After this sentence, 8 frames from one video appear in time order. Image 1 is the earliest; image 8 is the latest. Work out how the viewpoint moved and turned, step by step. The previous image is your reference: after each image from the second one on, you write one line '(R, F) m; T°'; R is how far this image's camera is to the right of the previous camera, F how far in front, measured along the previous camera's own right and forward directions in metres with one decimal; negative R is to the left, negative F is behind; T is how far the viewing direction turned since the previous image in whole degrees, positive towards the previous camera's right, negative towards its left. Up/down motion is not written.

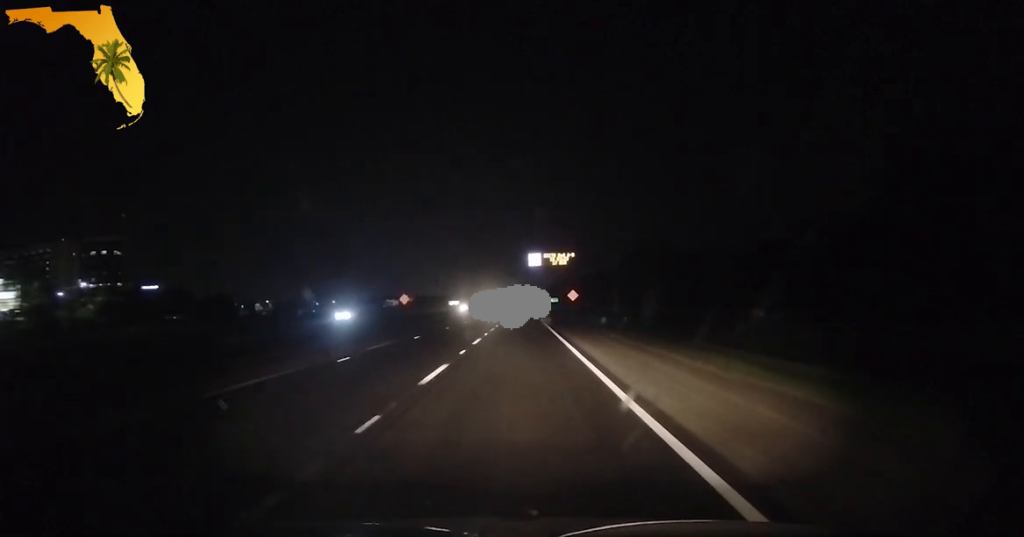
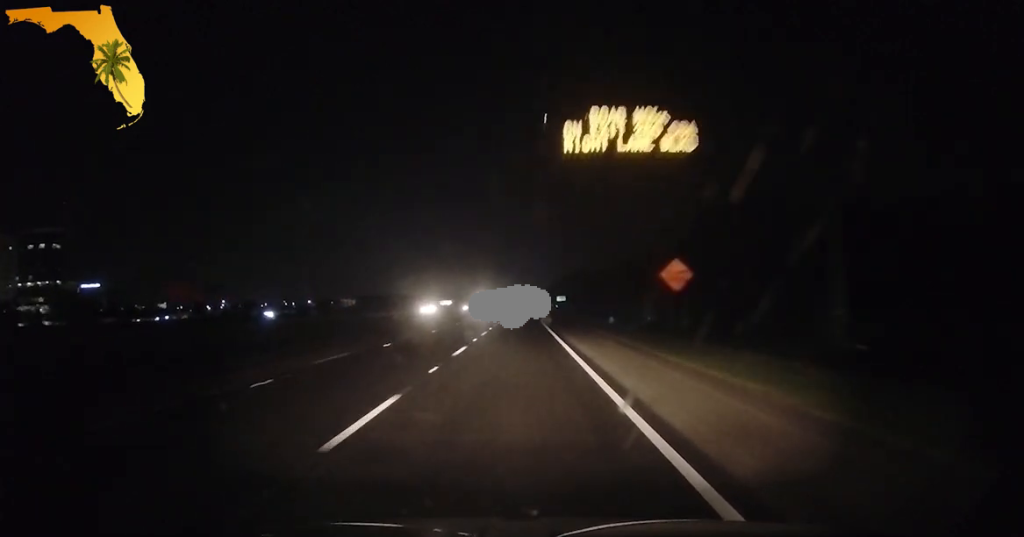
(-0.4, +66.6) m; 0°
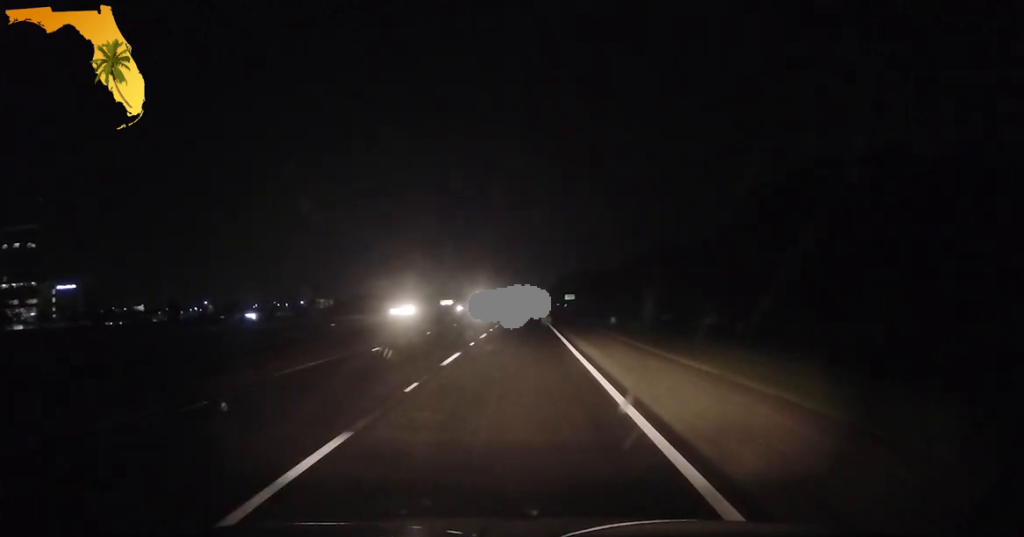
(-0.1, +27.2) m; 0°
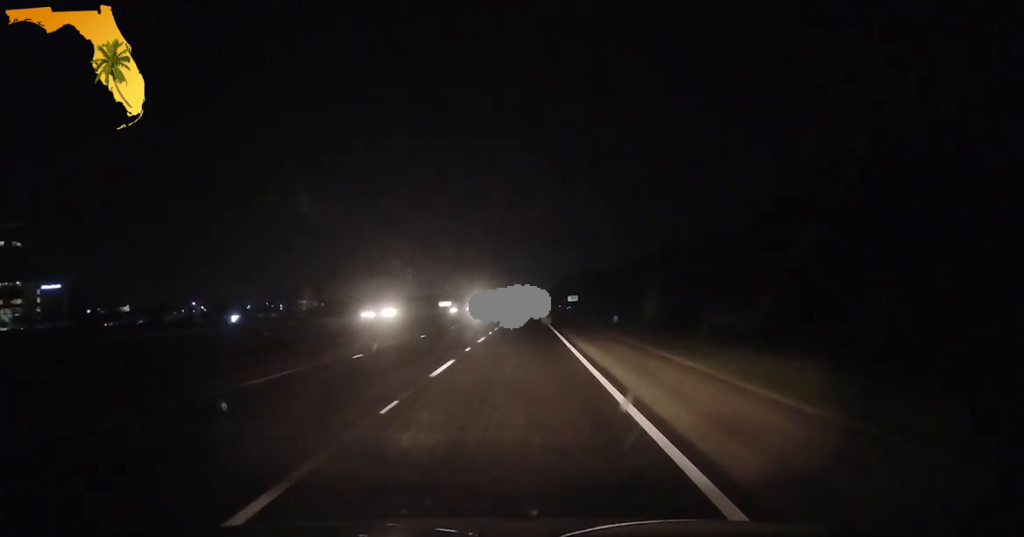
(0.0, +14.2) m; 0°
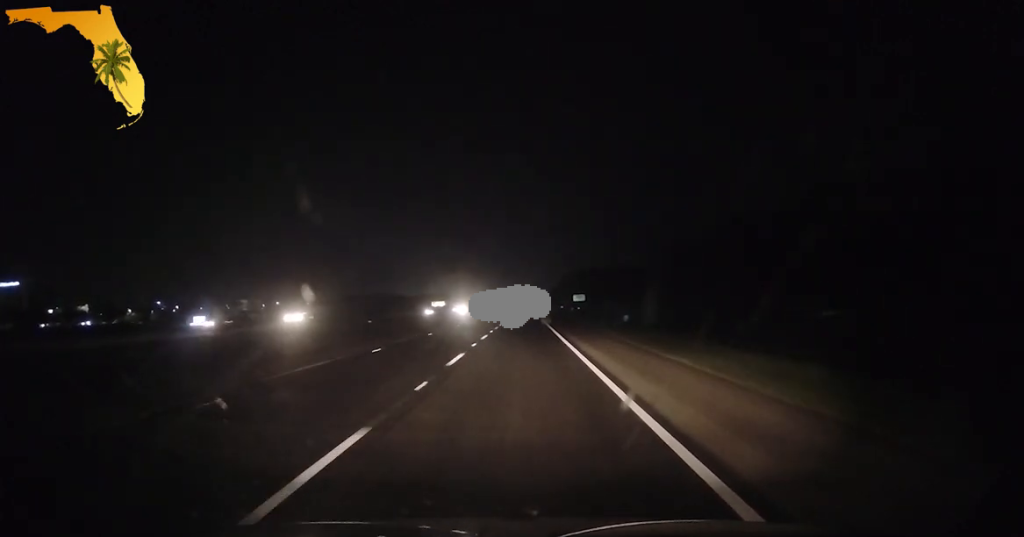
(0.0, +34.0) m; 0°
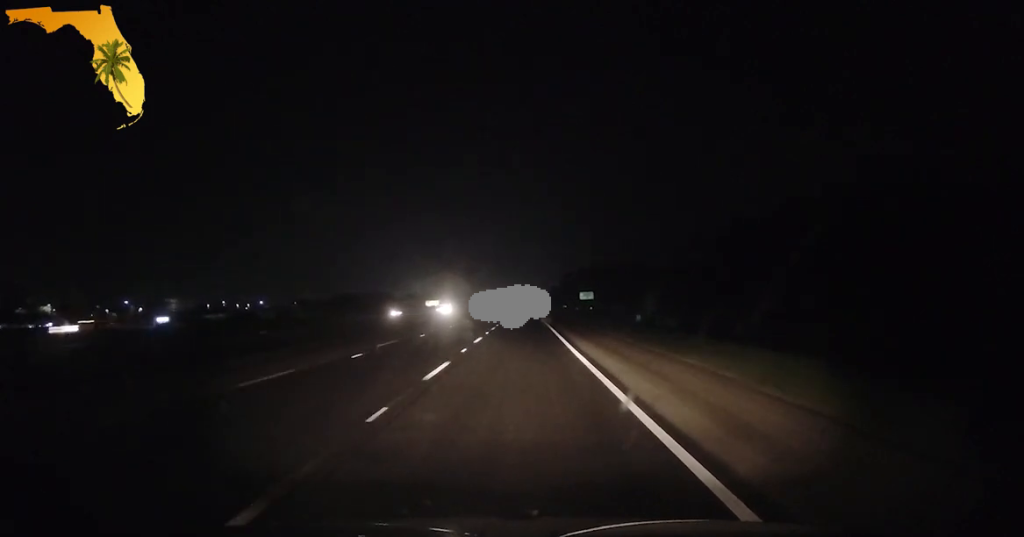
(+0.1, +27.4) m; 0°
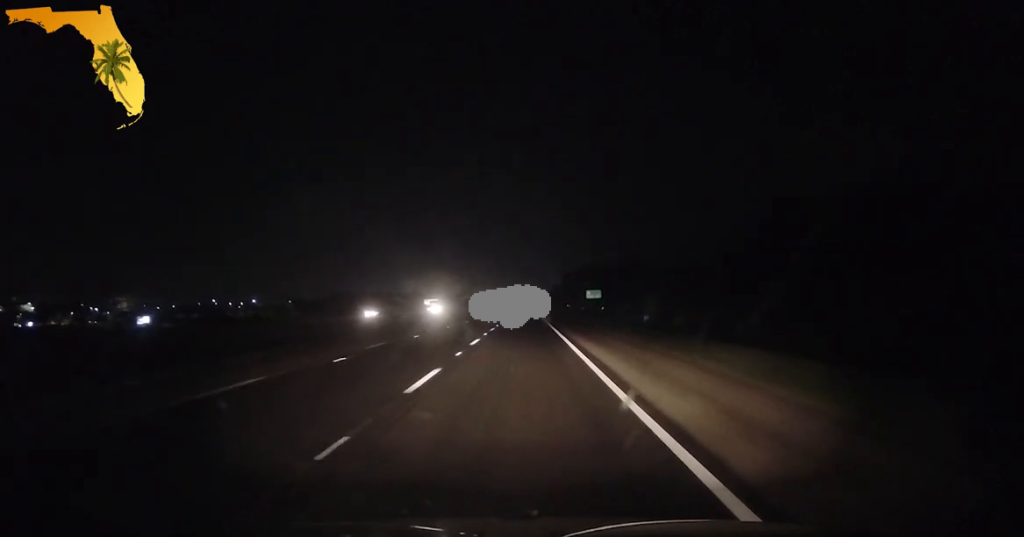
(+0.1, +14.2) m; 0°
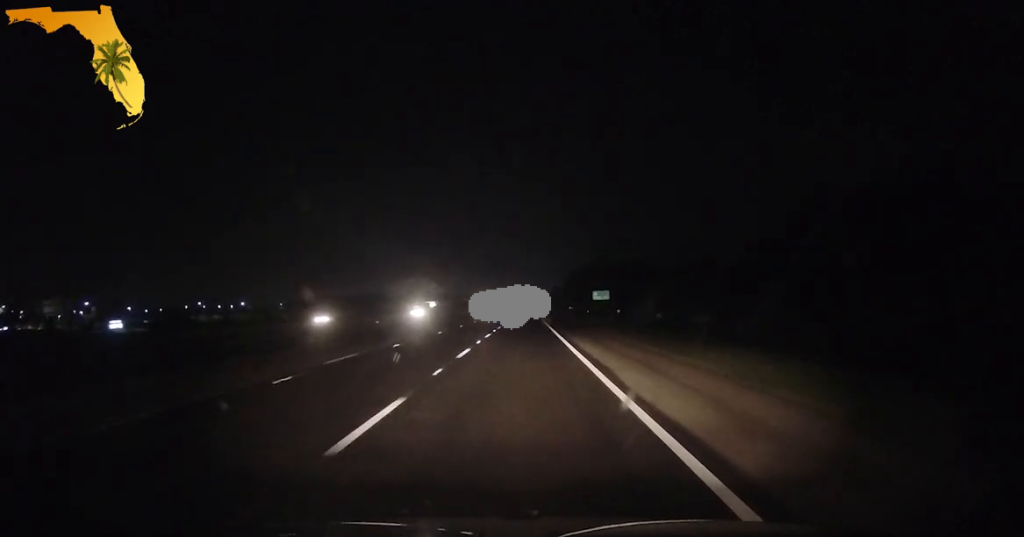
(0.0, +16.4) m; 0°
